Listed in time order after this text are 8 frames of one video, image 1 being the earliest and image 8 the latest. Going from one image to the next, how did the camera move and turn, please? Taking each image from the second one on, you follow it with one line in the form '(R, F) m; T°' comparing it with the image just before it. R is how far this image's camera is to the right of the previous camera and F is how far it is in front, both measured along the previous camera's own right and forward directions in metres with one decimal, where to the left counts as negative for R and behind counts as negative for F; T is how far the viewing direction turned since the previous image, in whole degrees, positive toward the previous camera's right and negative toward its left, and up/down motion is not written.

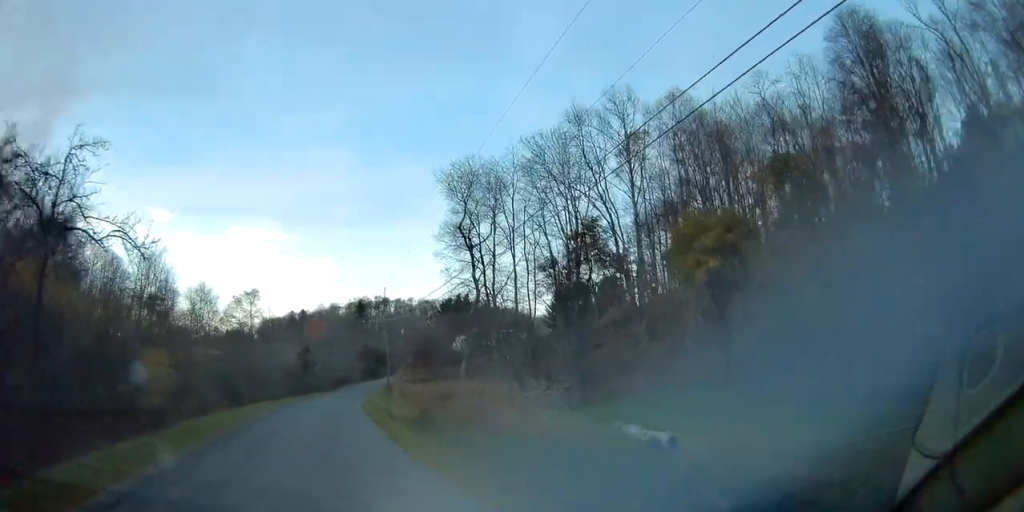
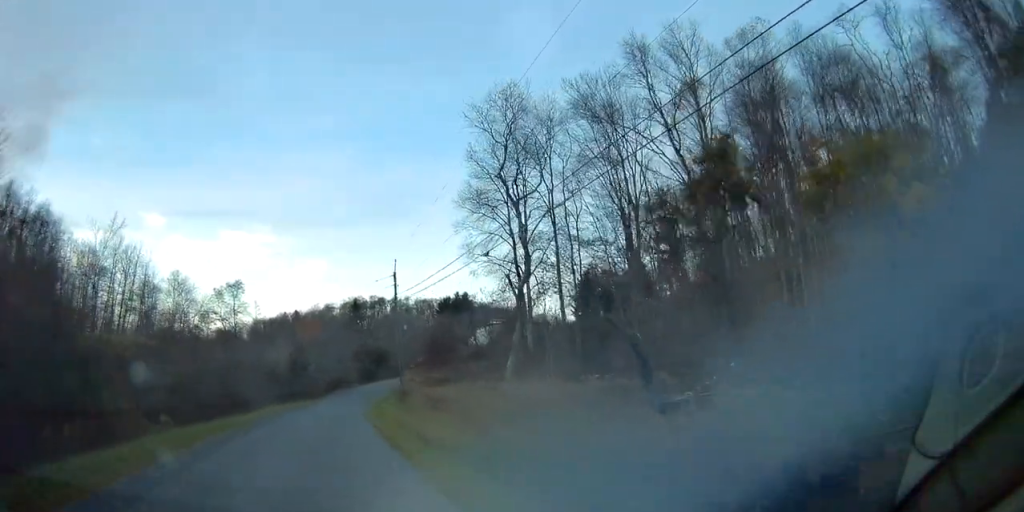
(+0.1, +13.0) m; +1°
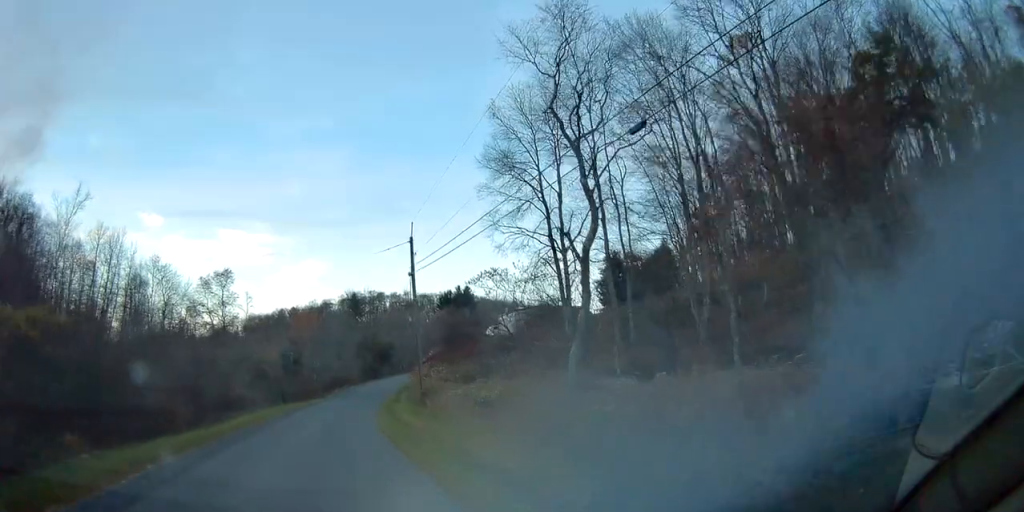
(0.0, +8.8) m; +2°
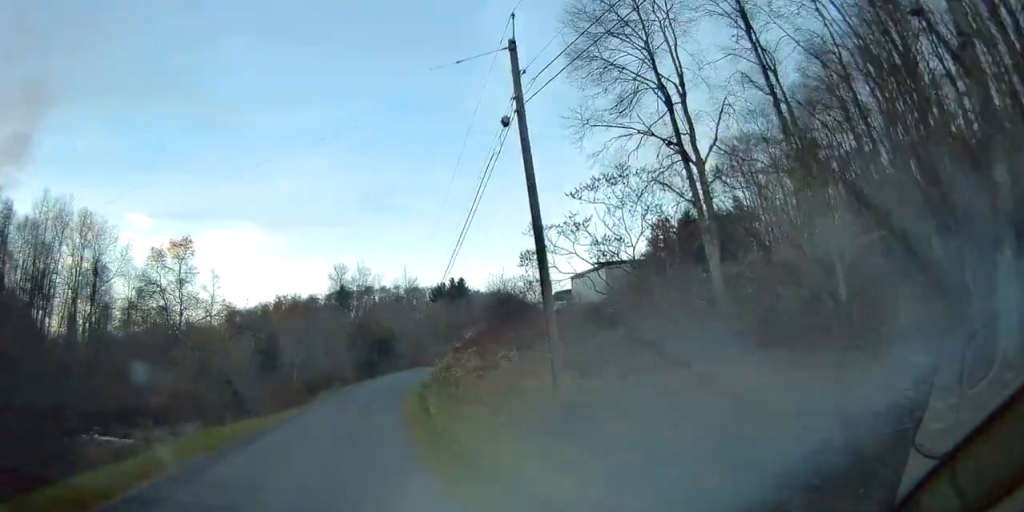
(+0.3, +19.1) m; +1°
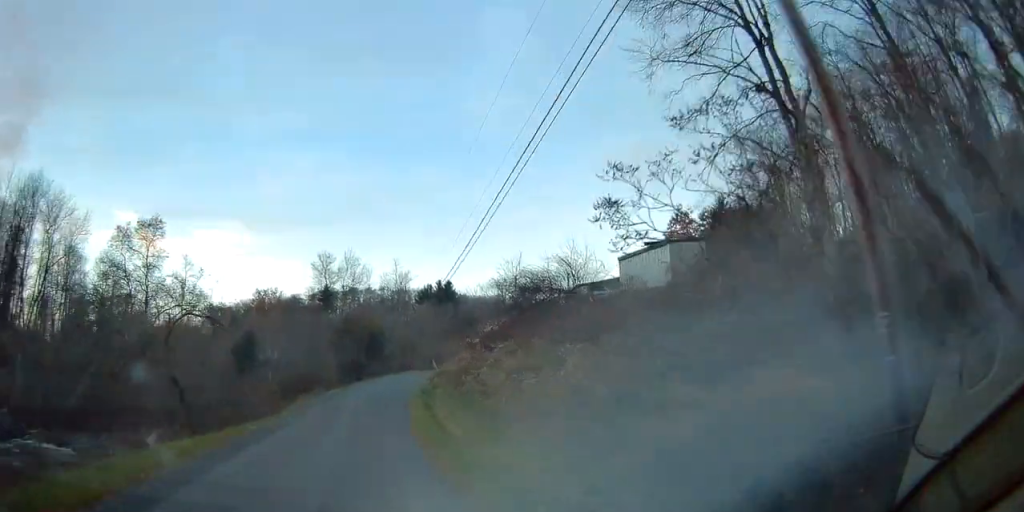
(0.0, +7.9) m; +1°
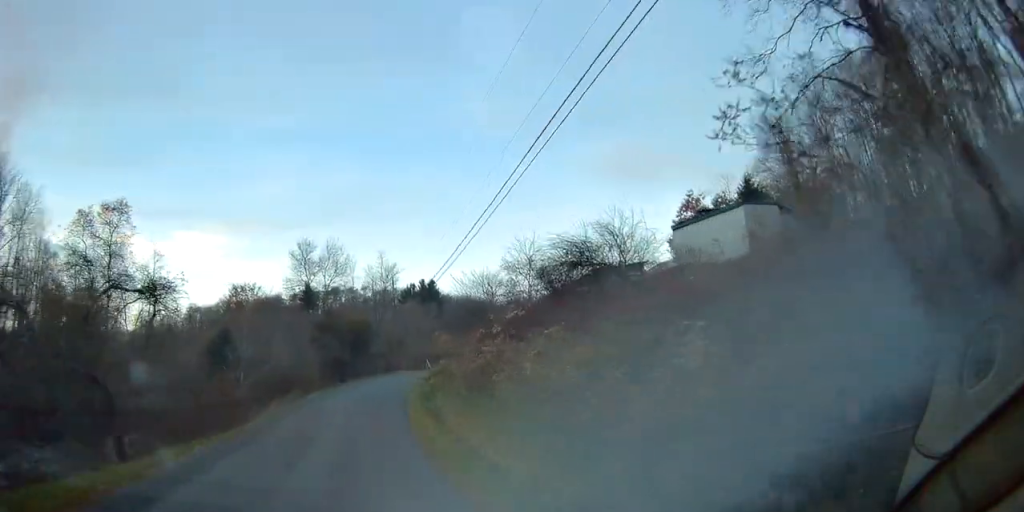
(+0.2, +6.4) m; +1°
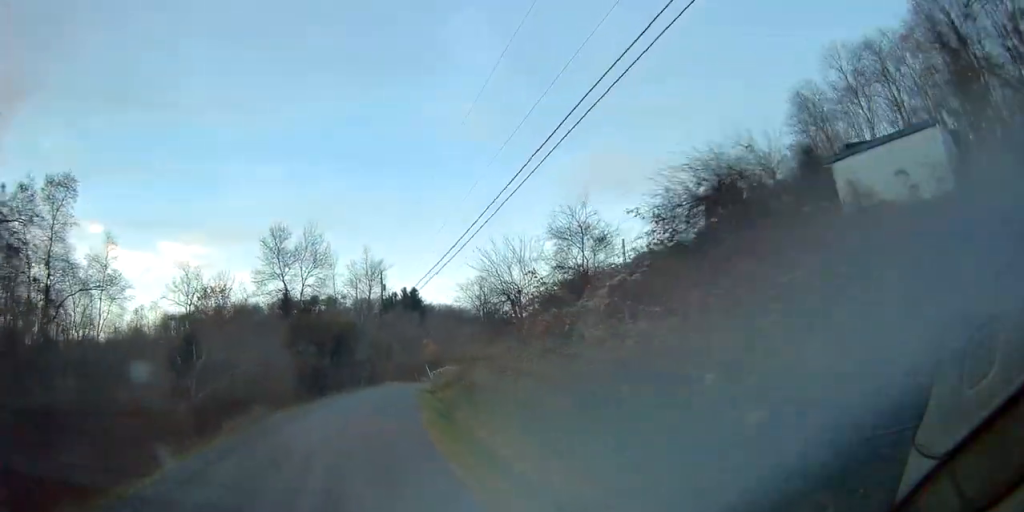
(0.0, +9.8) m; +2°
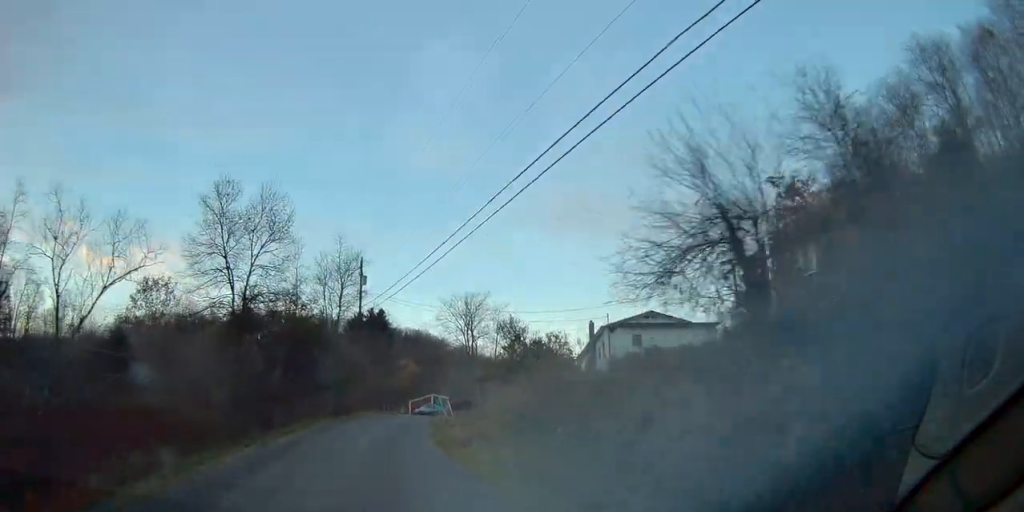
(+0.5, +15.7) m; +4°
